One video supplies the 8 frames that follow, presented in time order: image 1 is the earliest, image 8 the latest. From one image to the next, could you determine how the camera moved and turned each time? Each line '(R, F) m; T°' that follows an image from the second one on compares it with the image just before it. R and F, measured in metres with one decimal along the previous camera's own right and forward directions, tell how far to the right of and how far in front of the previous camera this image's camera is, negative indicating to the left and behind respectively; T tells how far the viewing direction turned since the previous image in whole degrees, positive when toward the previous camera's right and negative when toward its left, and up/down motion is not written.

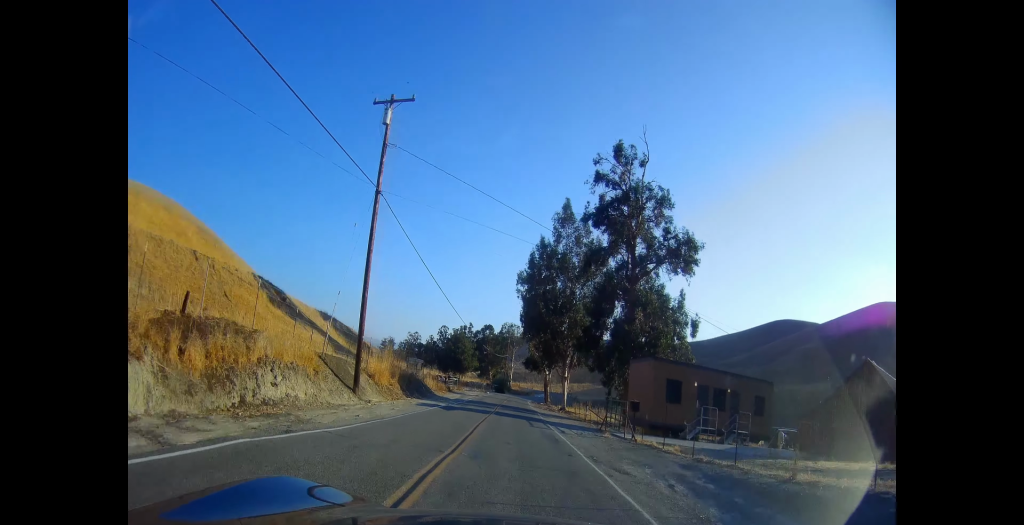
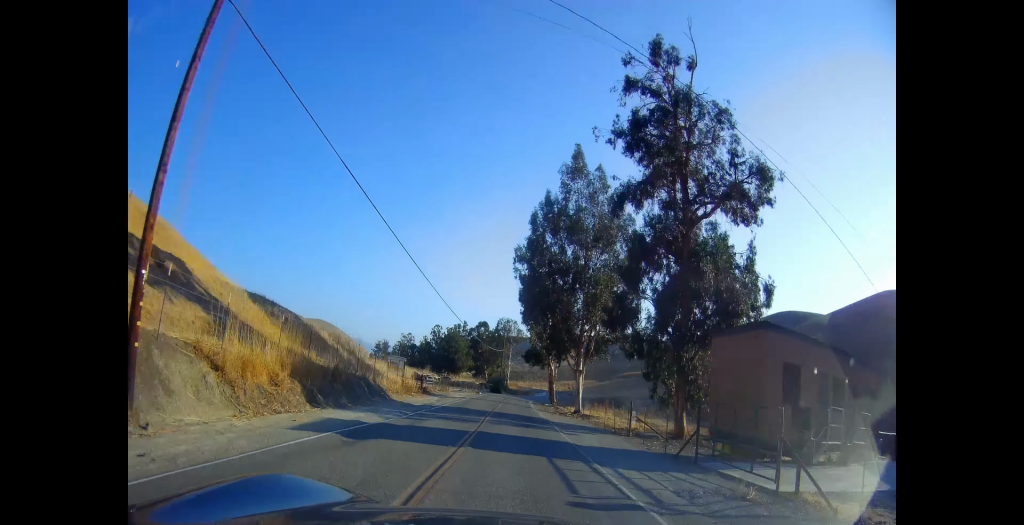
(-0.4, +14.6) m; 0°
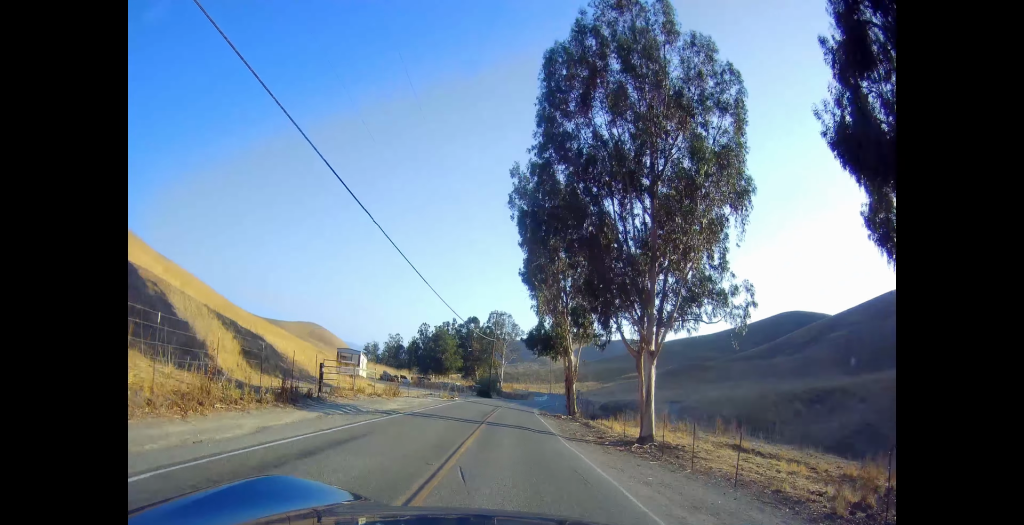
(+0.2, +24.4) m; +2°
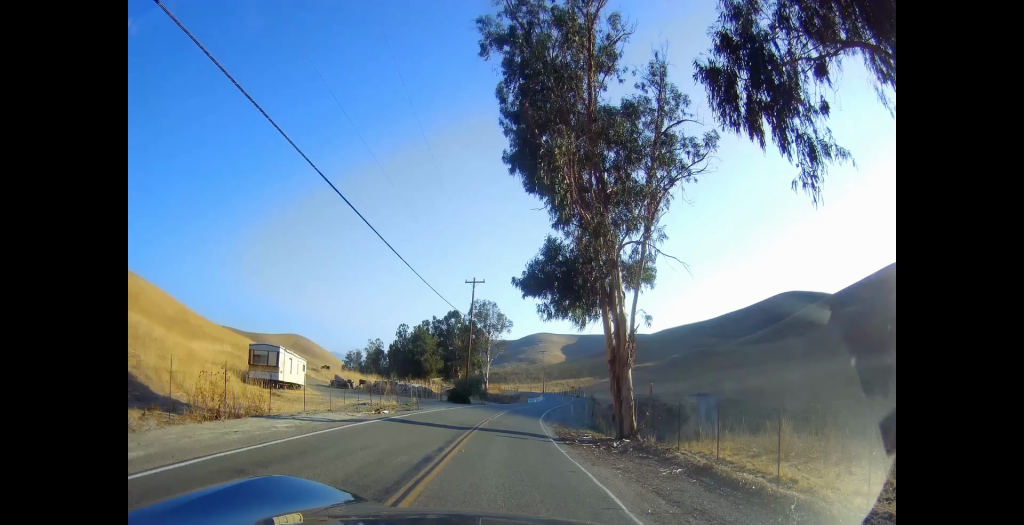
(+0.3, +20.6) m; 0°
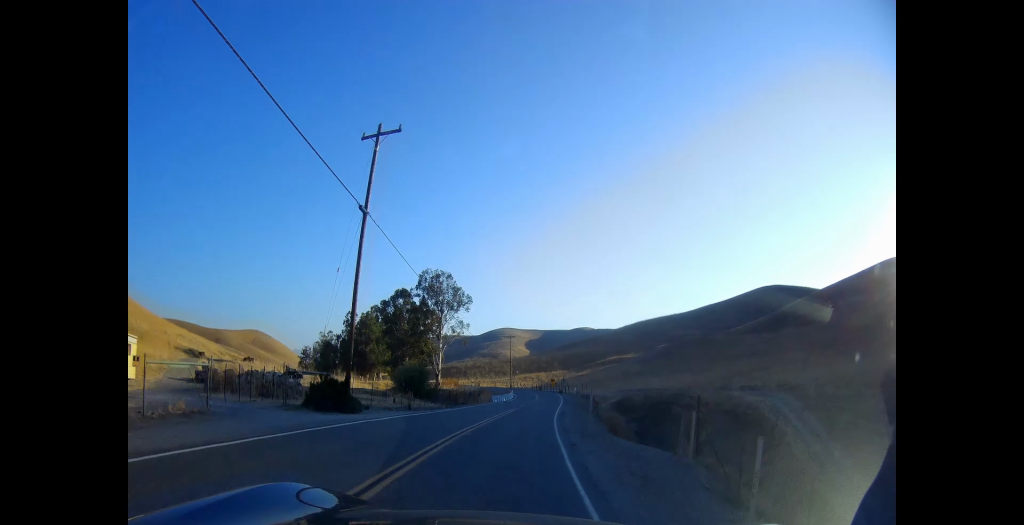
(-0.3, +29.0) m; +3°
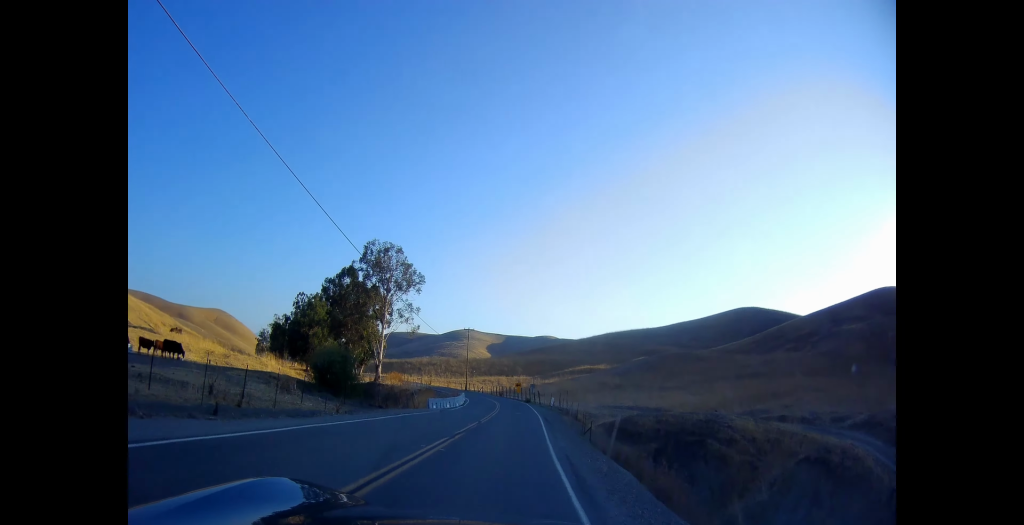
(+1.3, +18.5) m; +7°
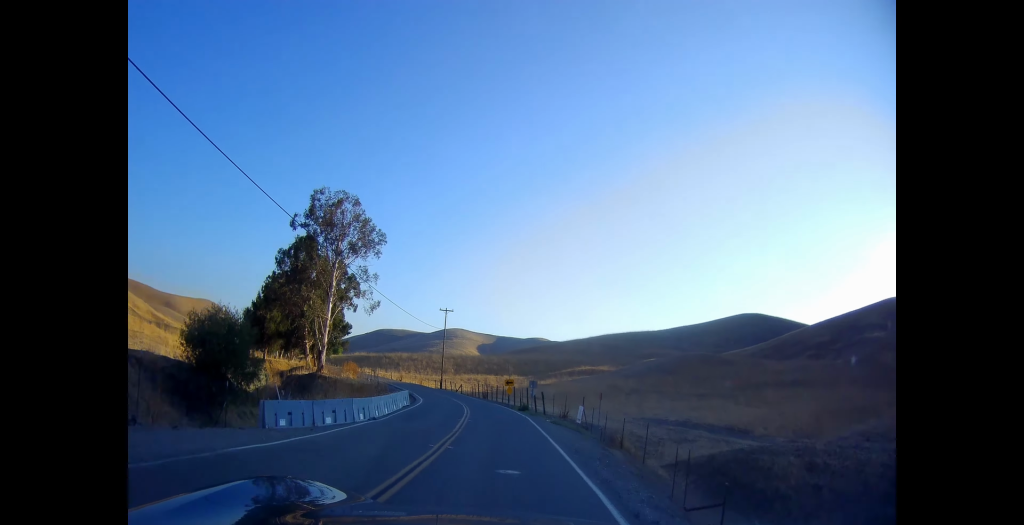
(+1.3, +22.9) m; +2°
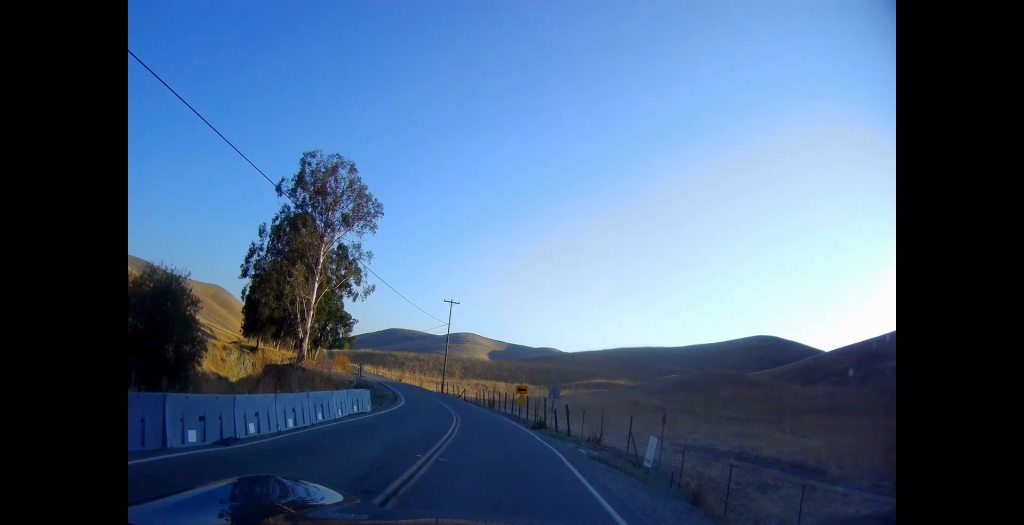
(-0.1, +9.6) m; -3°
